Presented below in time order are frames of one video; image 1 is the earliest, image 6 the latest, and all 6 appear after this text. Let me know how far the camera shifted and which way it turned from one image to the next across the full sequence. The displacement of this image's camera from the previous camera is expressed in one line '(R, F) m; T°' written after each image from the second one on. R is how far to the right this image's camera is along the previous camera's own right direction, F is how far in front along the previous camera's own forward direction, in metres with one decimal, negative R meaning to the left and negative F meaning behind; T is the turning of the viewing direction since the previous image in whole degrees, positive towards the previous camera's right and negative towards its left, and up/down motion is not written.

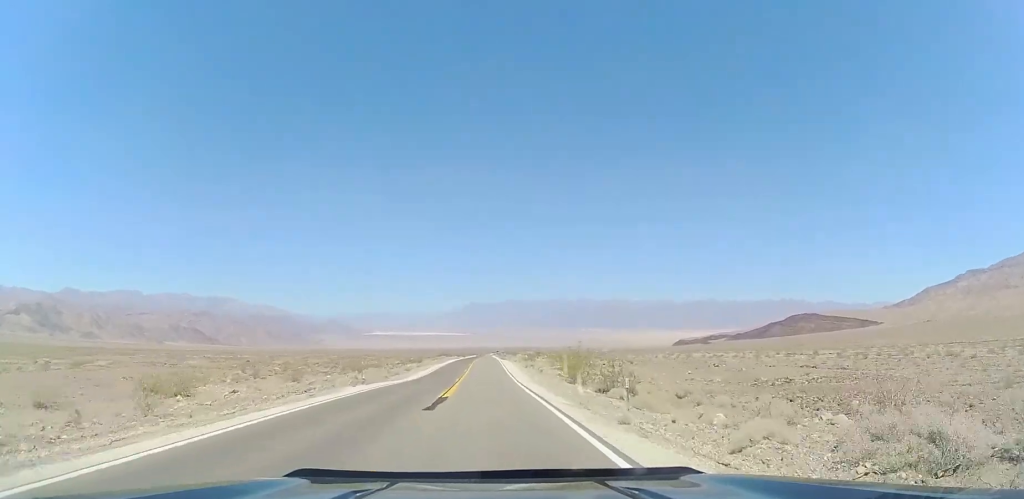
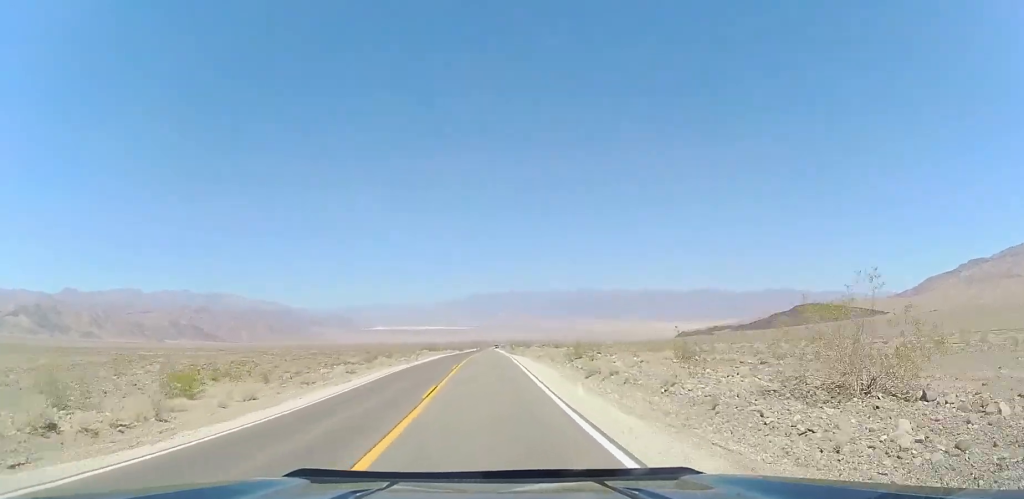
(+0.3, +34.0) m; +2°
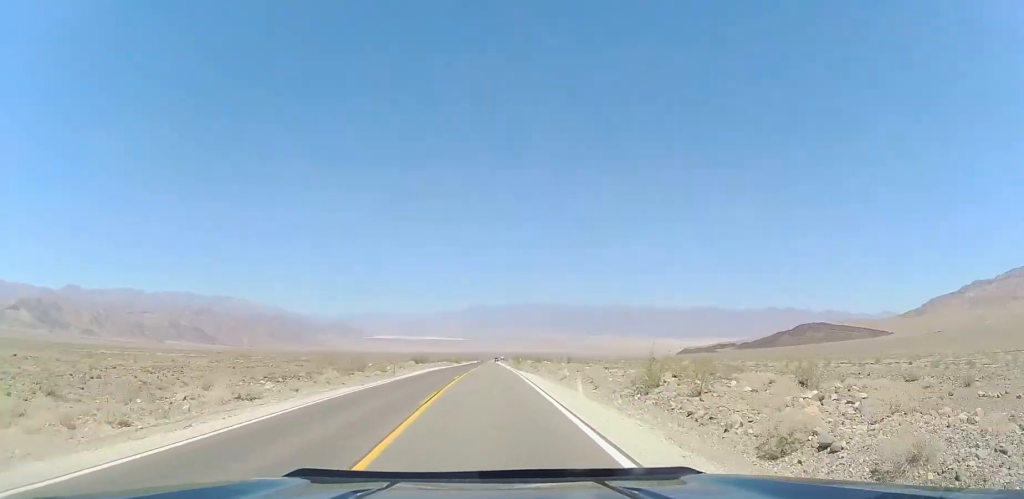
(+0.2, +14.9) m; 0°
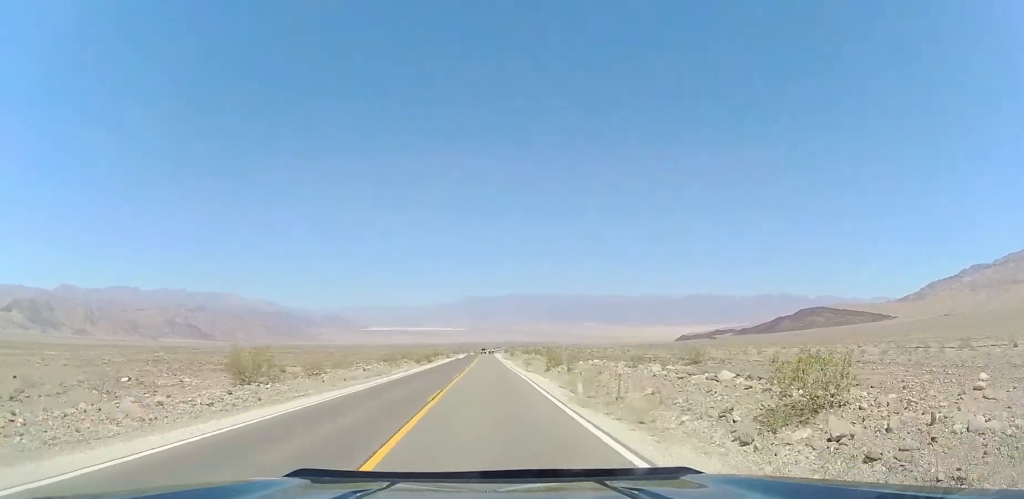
(-0.8, +57.6) m; -2°
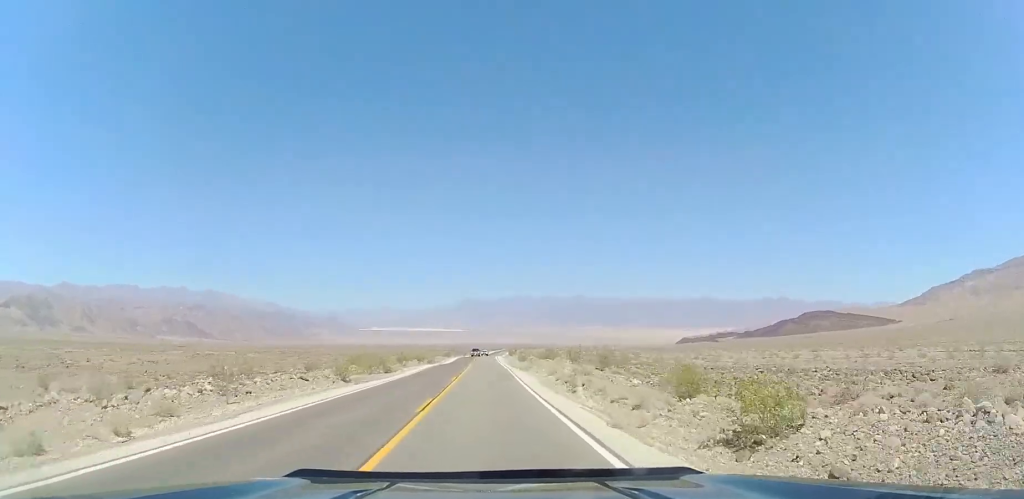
(-0.1, +31.3) m; -1°
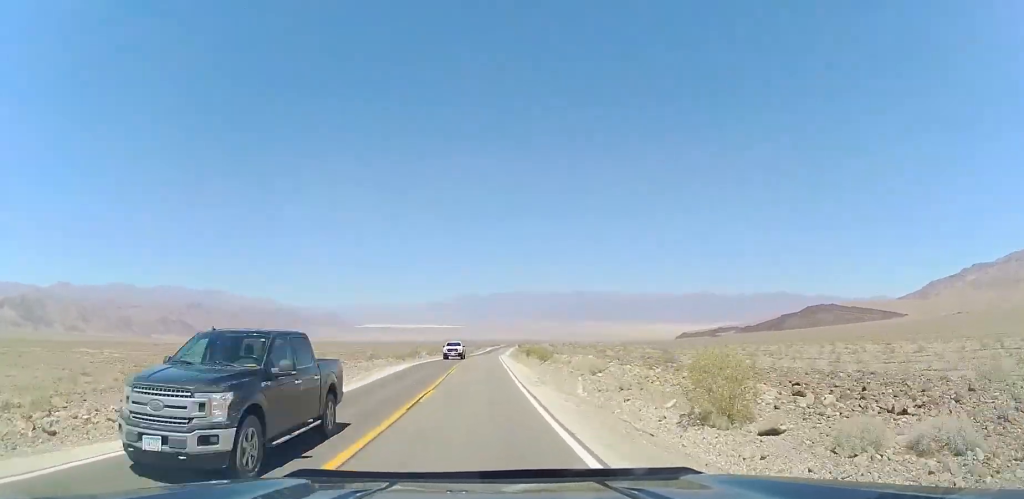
(+0.5, +59.2) m; +1°
